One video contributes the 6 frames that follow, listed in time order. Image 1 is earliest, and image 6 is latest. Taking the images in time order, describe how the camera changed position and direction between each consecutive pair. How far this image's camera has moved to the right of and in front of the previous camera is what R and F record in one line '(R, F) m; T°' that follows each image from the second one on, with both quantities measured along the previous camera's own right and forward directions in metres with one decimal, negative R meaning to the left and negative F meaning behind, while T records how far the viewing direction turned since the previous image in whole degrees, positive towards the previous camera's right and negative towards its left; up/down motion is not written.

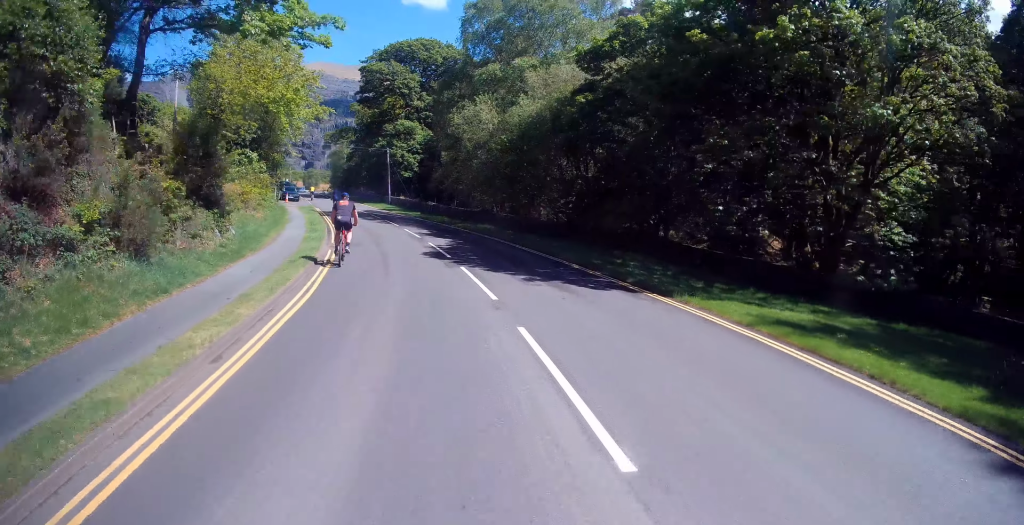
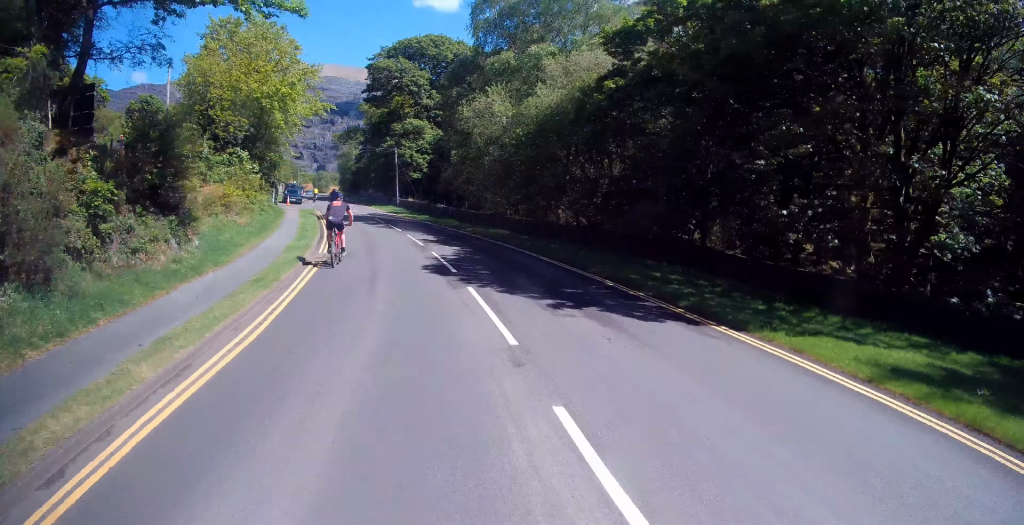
(+0.2, +2.9) m; +4°
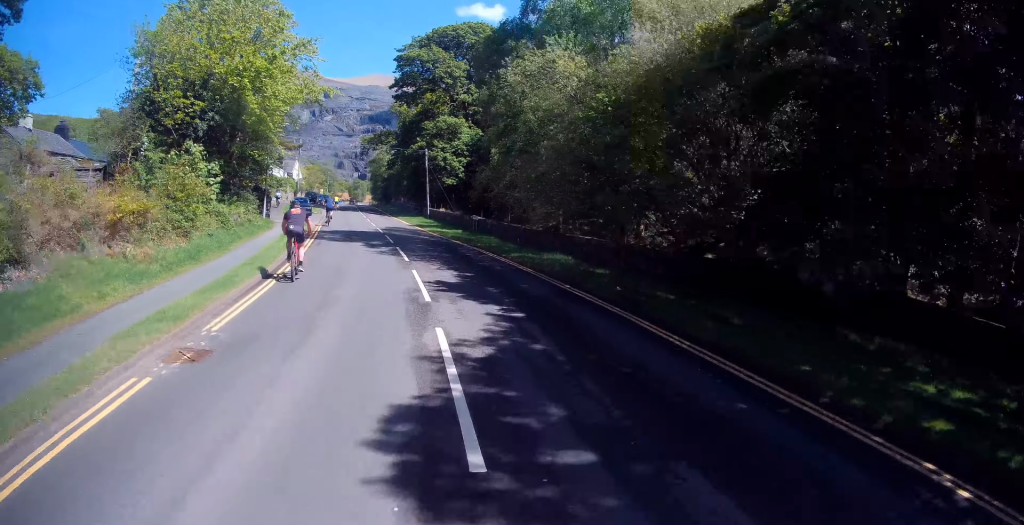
(-0.2, +8.3) m; -6°
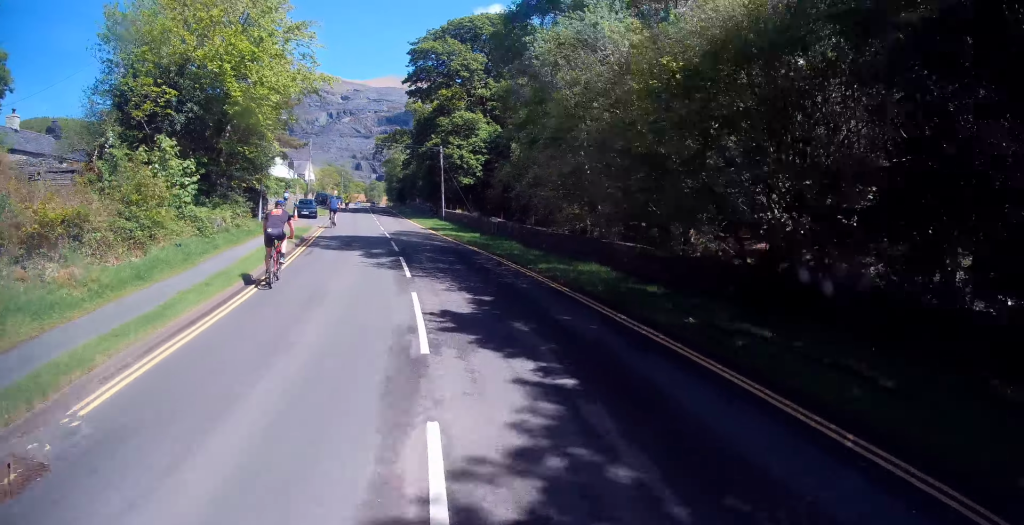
(+0.1, +2.8) m; -4°
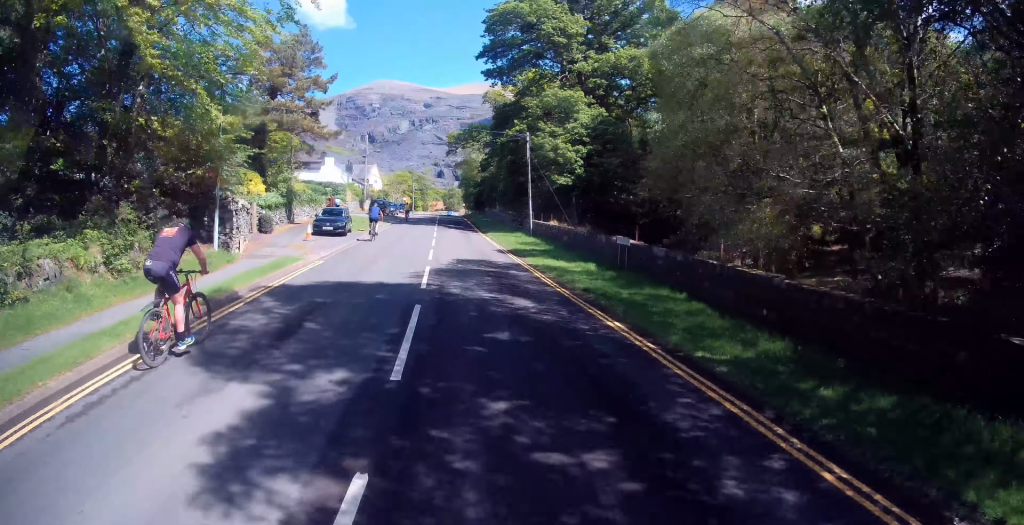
(-0.9, +10.7) m; -6°
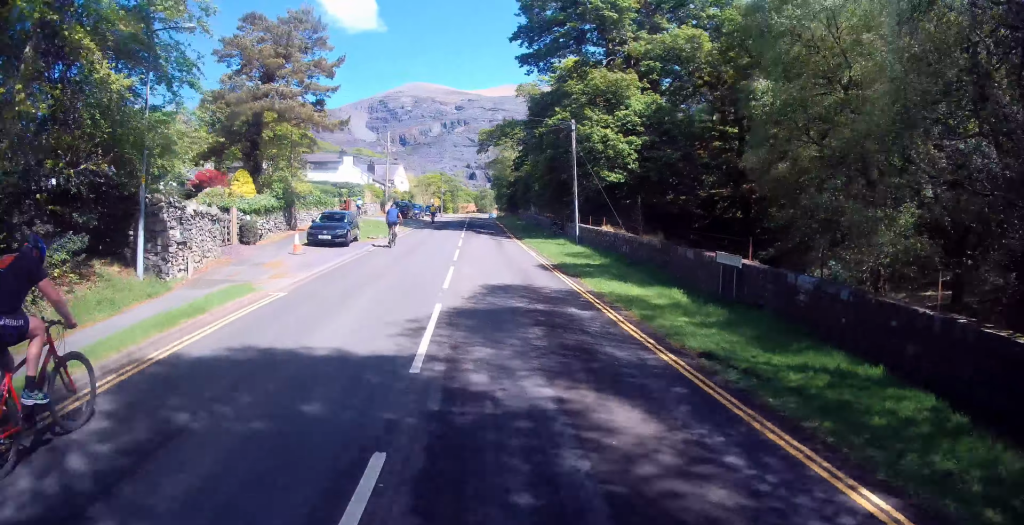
(0.0, +4.8) m; -2°
